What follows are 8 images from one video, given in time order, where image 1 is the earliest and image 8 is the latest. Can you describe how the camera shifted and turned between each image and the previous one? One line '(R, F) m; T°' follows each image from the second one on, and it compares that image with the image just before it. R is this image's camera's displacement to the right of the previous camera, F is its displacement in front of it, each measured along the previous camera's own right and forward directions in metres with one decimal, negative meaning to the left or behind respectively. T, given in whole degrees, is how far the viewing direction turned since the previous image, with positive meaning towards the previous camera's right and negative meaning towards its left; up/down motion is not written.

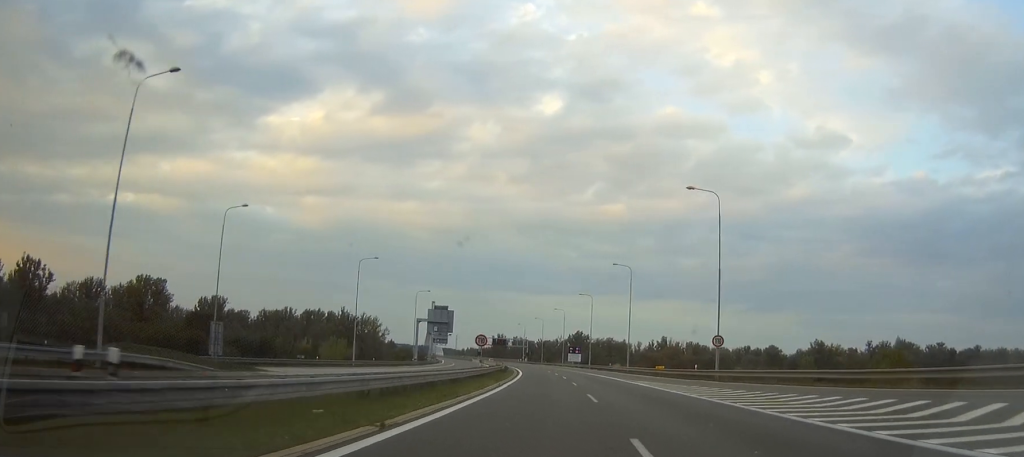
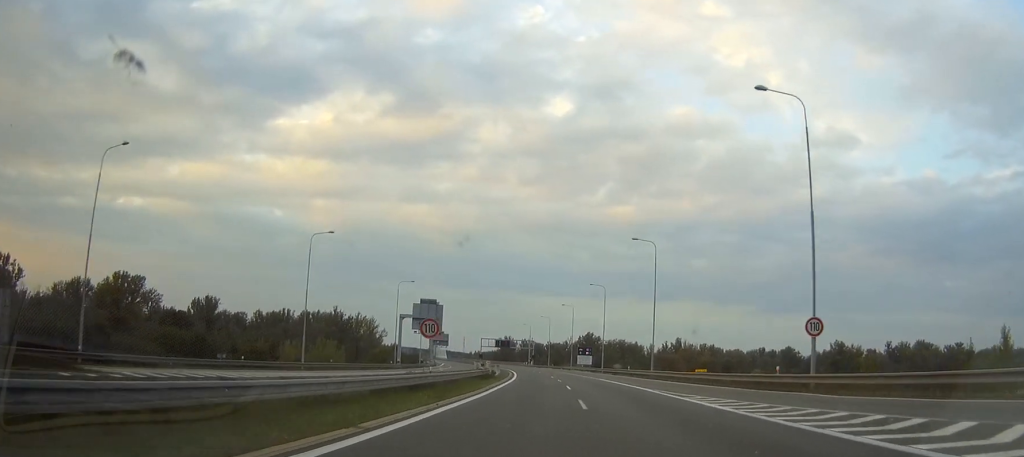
(-1.4, +21.1) m; -2°
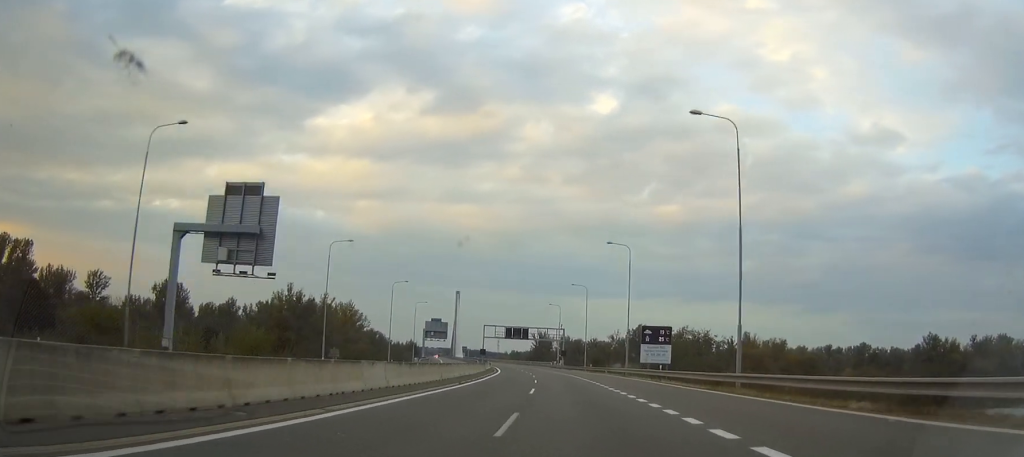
(-1.7, +81.1) m; -1°
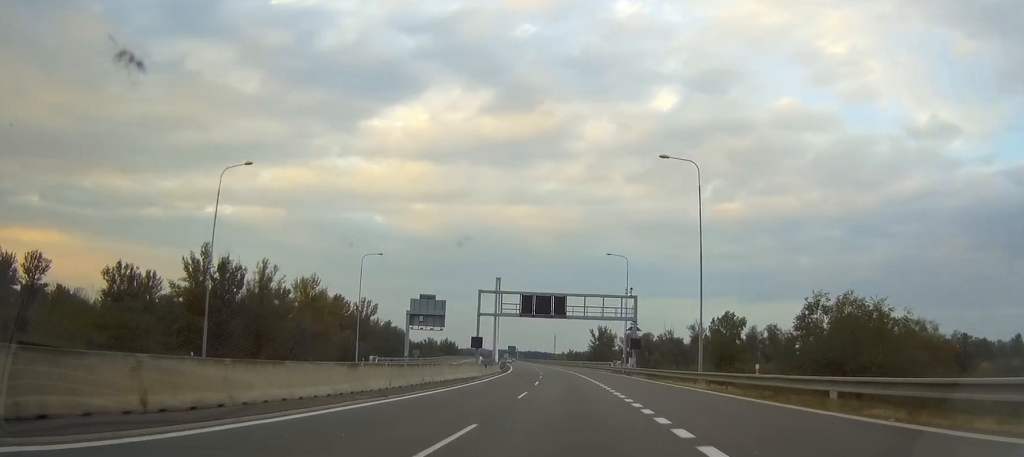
(0.0, +75.2) m; 0°
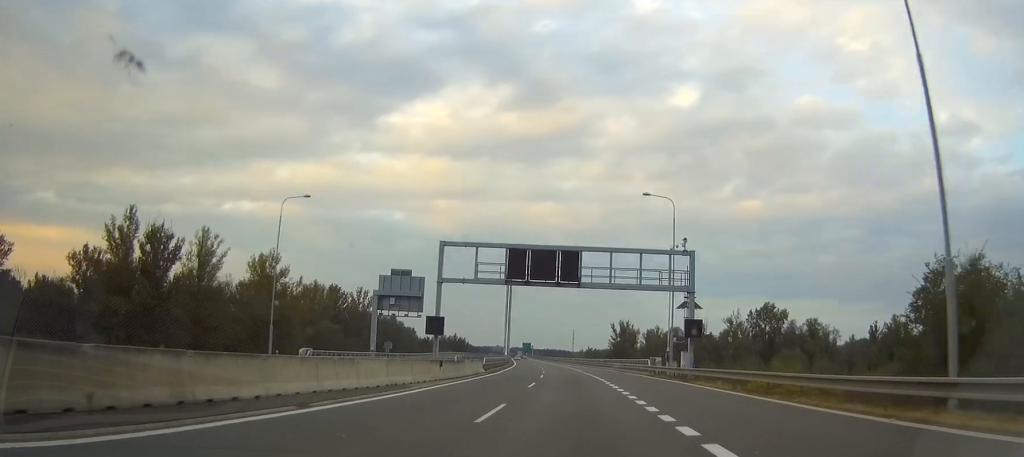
(0.0, +30.1) m; 0°
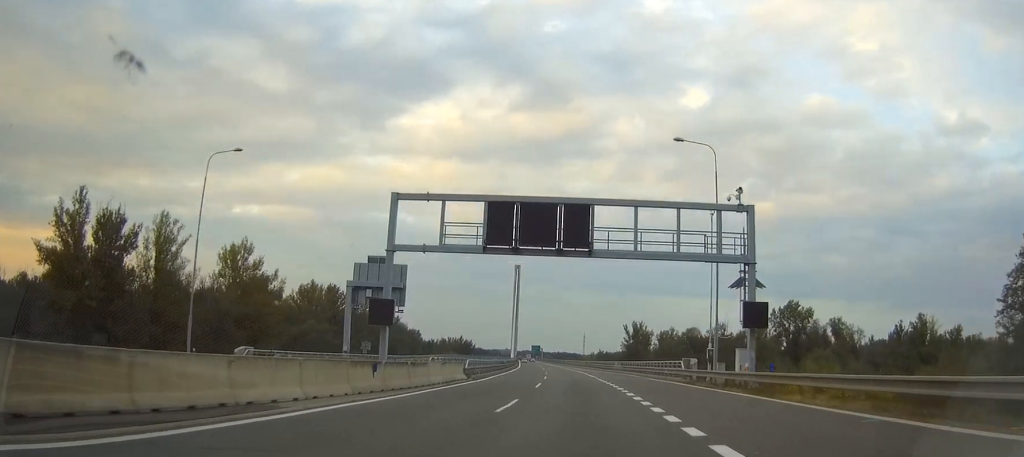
(0.0, +15.1) m; 0°
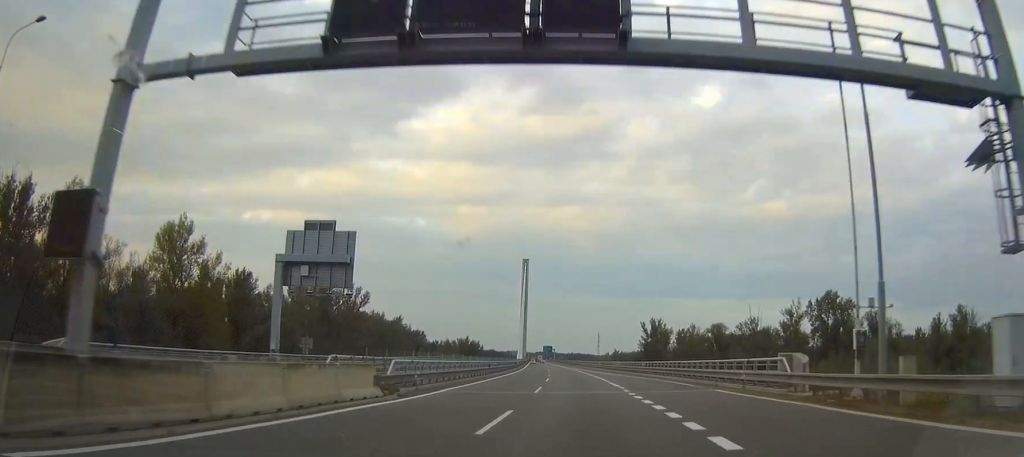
(0.0, +22.6) m; 0°
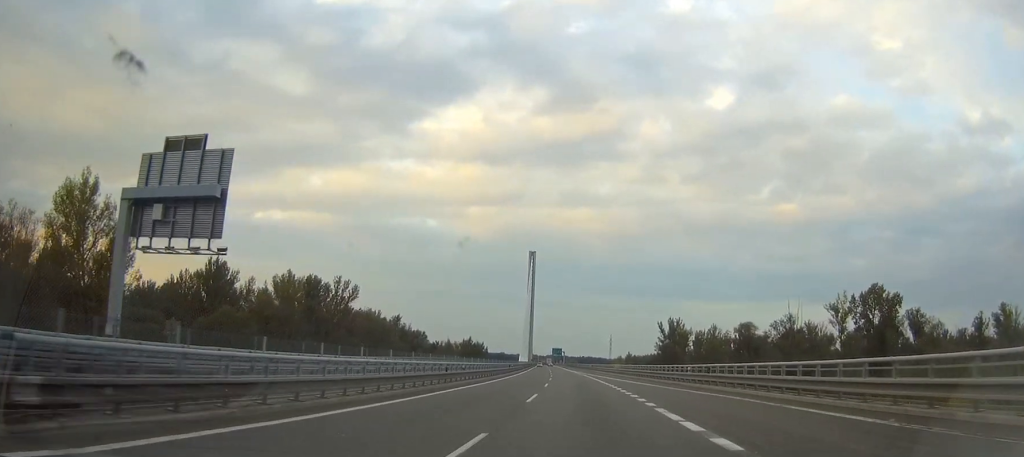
(0.0, +23.9) m; 0°
